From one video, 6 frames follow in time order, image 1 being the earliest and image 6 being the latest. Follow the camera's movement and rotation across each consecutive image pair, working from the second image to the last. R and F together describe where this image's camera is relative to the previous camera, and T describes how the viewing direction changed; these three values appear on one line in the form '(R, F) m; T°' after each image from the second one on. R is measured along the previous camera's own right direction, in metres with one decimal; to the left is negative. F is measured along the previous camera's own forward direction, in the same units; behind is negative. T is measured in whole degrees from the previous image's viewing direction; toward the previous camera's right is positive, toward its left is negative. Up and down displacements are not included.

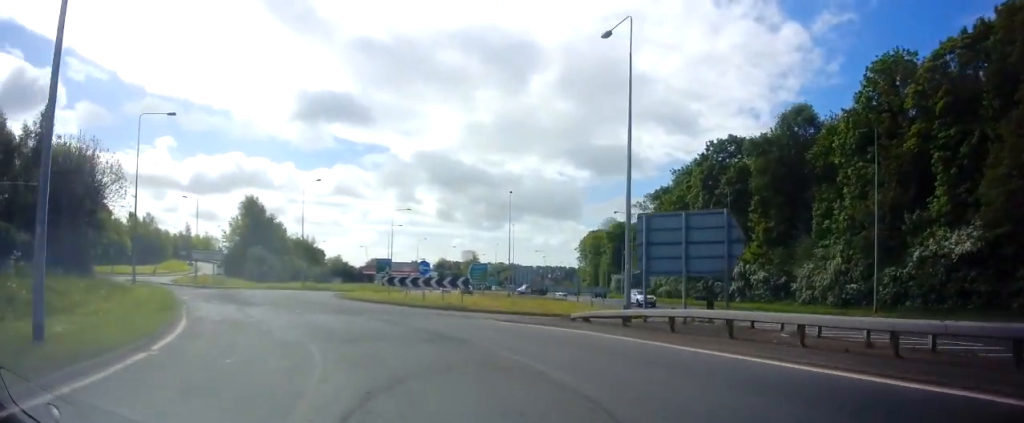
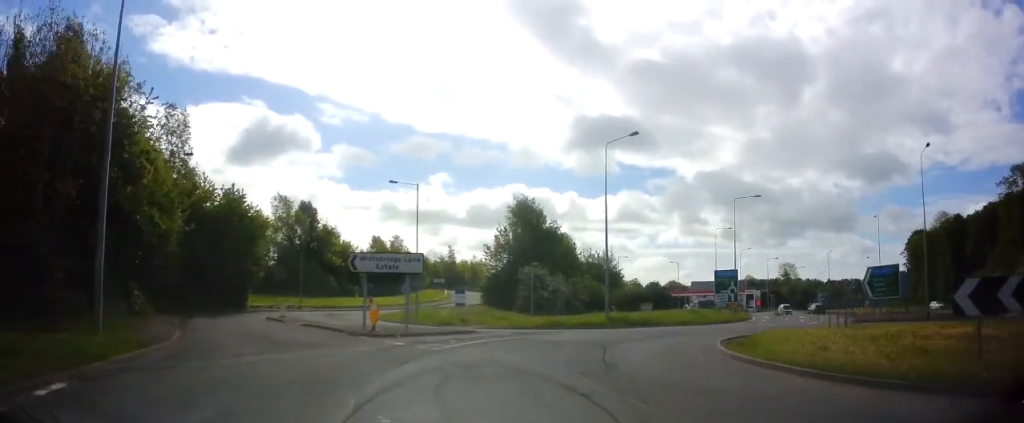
(-10.3, +26.0) m; -28°
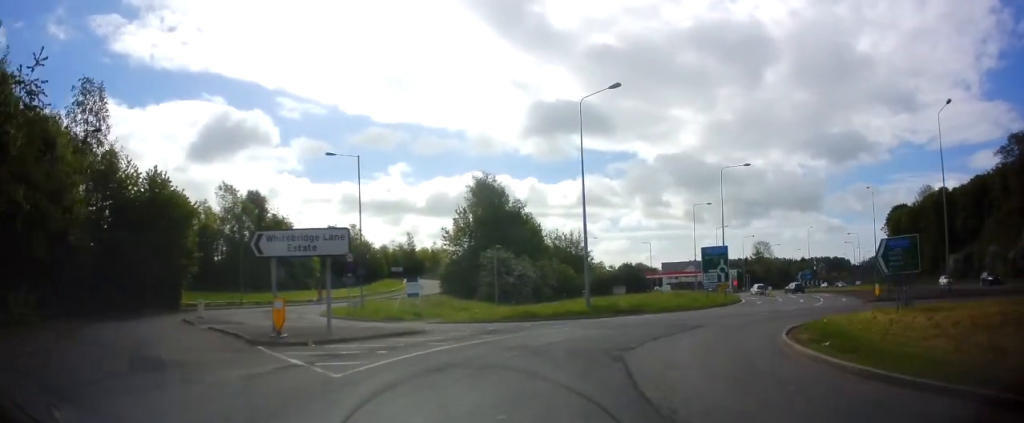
(+0.3, +6.1) m; +6°
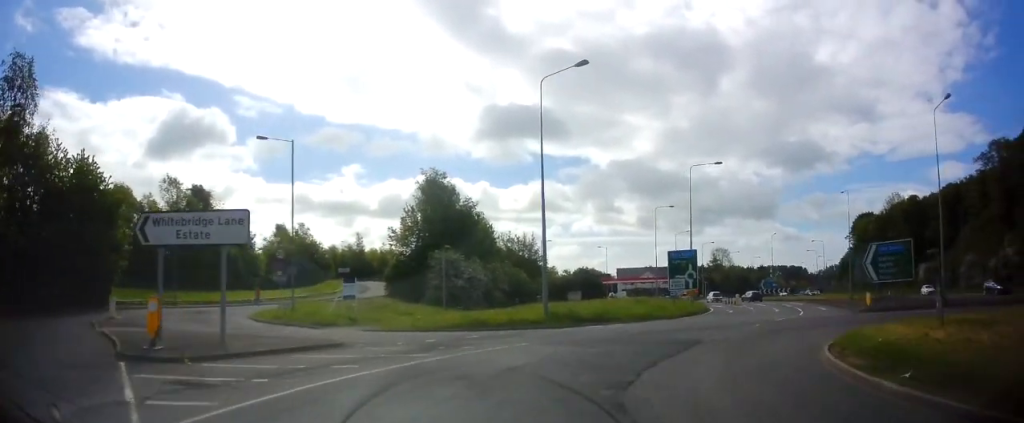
(0.0, +4.0) m; +5°
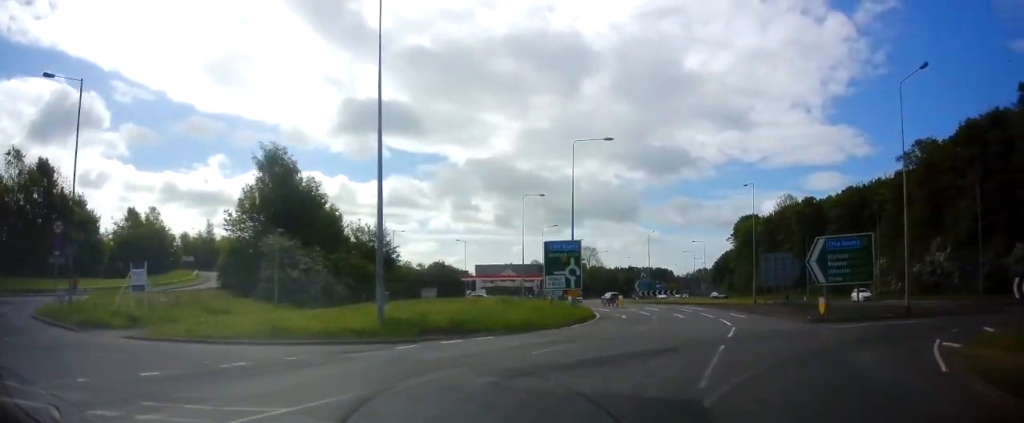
(+0.8, +8.4) m; +13°
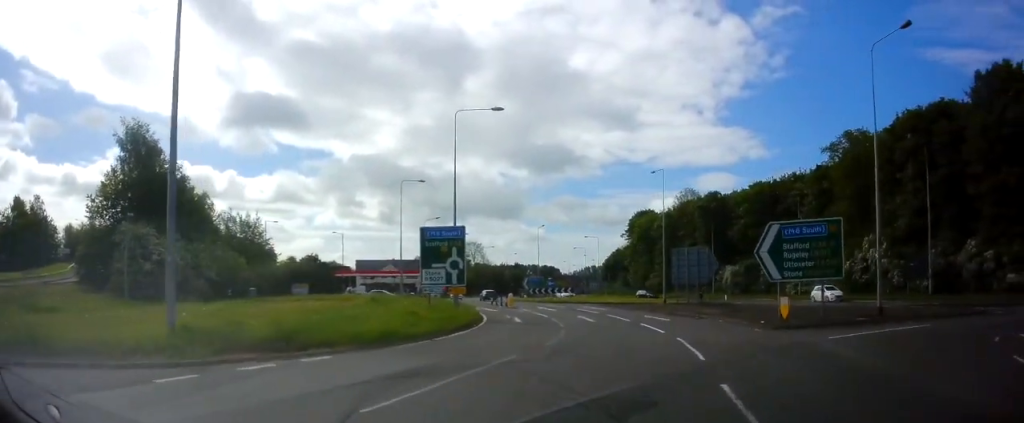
(+0.7, +6.3) m; +9°
